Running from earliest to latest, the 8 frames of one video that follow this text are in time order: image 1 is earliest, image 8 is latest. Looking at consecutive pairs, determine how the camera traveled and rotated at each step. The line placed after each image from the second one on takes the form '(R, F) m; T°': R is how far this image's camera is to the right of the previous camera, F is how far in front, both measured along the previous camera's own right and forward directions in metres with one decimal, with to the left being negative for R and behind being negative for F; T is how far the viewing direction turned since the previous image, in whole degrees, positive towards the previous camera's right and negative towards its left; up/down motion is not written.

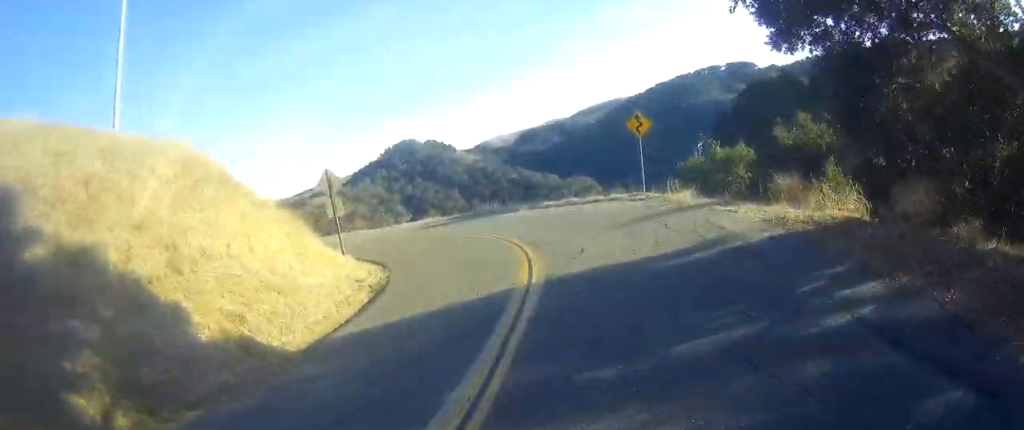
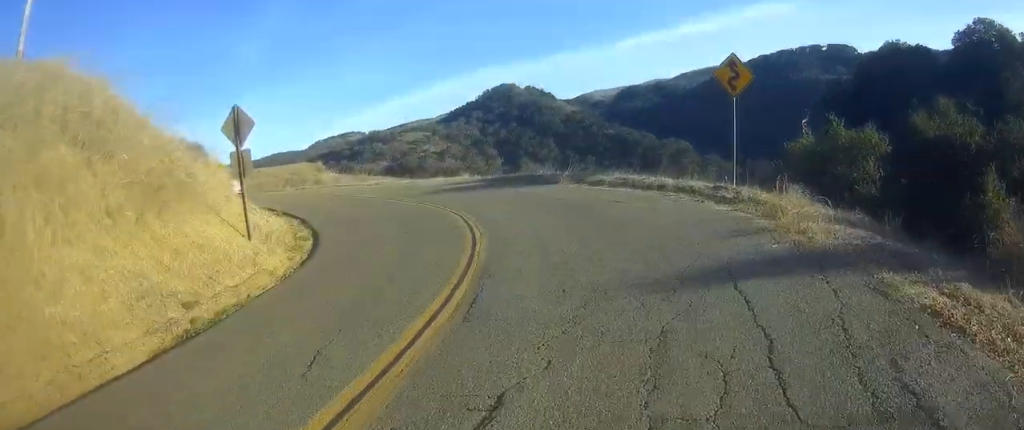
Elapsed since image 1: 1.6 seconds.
(-1.1, +10.0) m; -8°
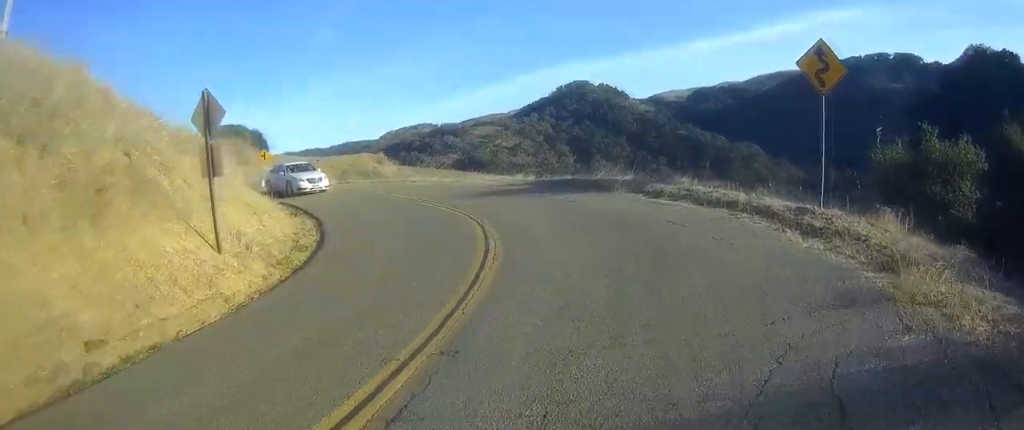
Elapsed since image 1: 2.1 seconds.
(0.0, +3.7) m; -1°
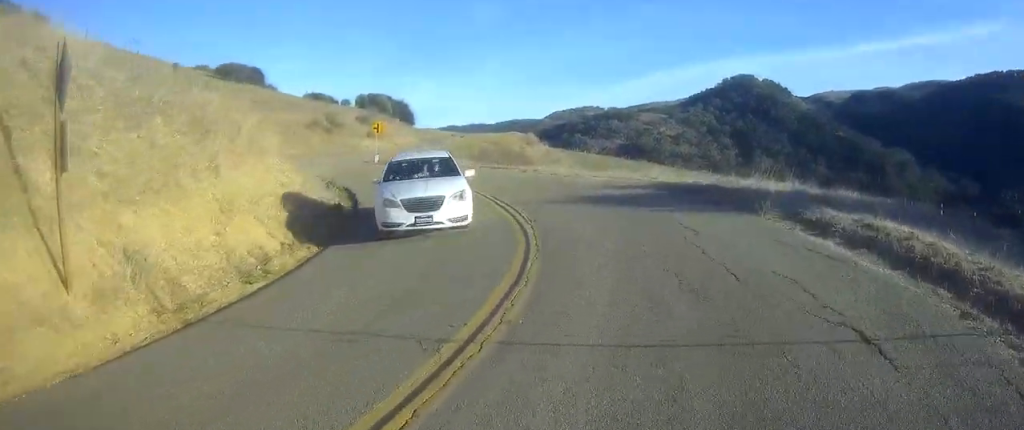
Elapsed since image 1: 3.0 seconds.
(0.0, +7.3) m; -7°
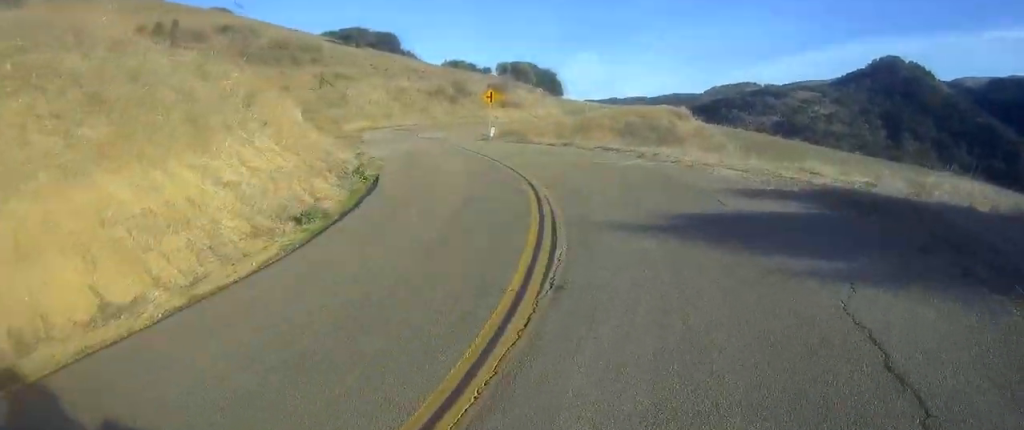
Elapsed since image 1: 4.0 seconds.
(-0.9, +7.7) m; -14°
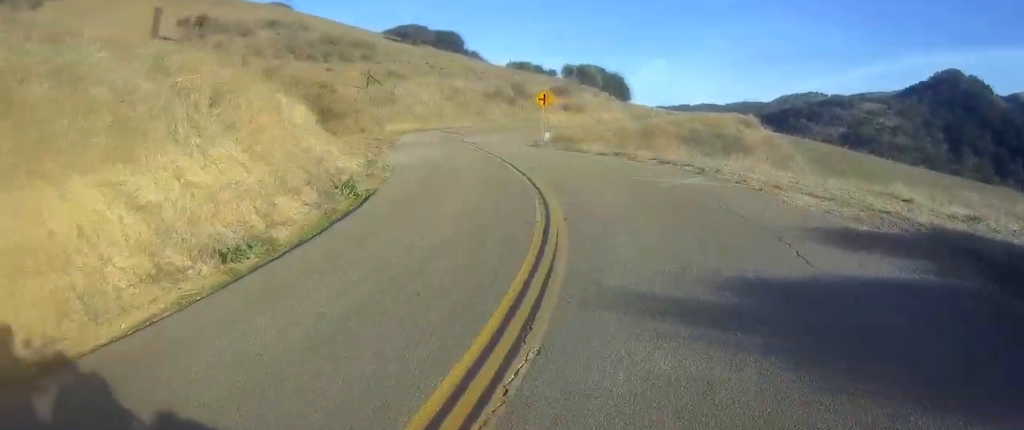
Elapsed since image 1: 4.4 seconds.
(-0.3, +3.6) m; -5°
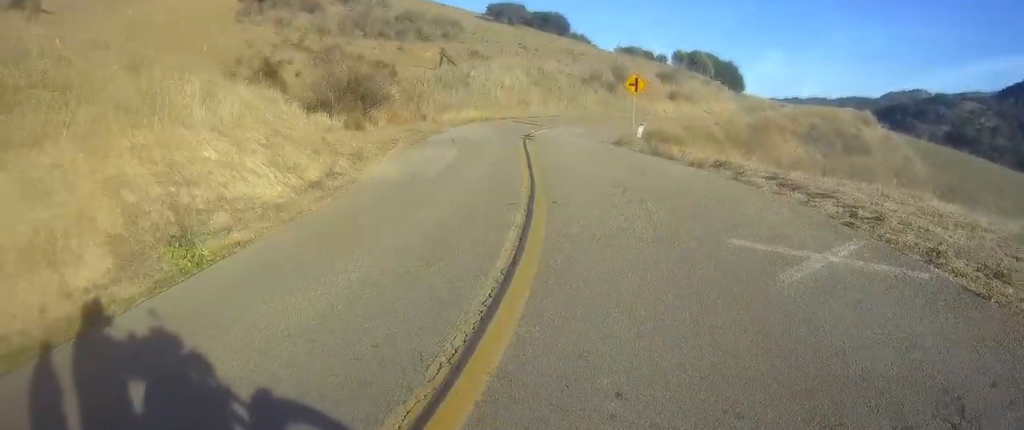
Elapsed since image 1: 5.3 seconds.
(-0.8, +7.8) m; -6°
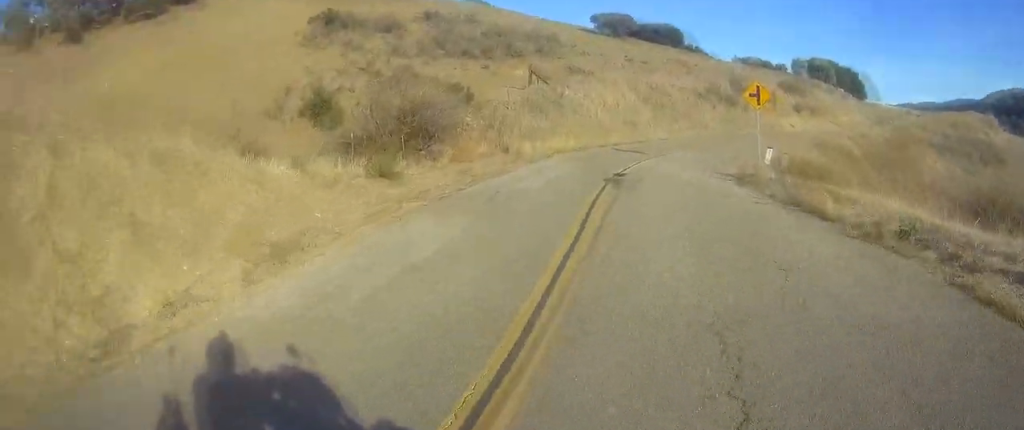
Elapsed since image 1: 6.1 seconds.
(0.0, +7.4) m; -1°
